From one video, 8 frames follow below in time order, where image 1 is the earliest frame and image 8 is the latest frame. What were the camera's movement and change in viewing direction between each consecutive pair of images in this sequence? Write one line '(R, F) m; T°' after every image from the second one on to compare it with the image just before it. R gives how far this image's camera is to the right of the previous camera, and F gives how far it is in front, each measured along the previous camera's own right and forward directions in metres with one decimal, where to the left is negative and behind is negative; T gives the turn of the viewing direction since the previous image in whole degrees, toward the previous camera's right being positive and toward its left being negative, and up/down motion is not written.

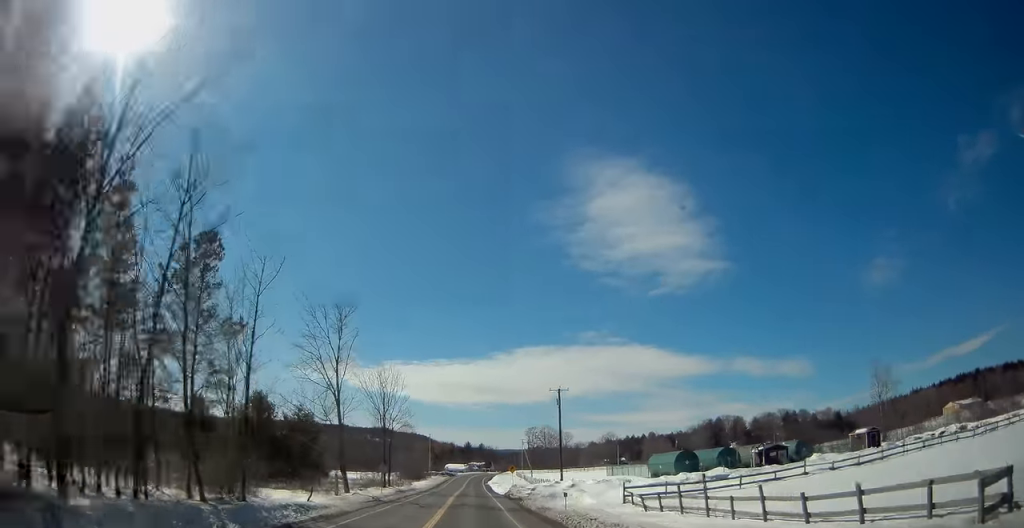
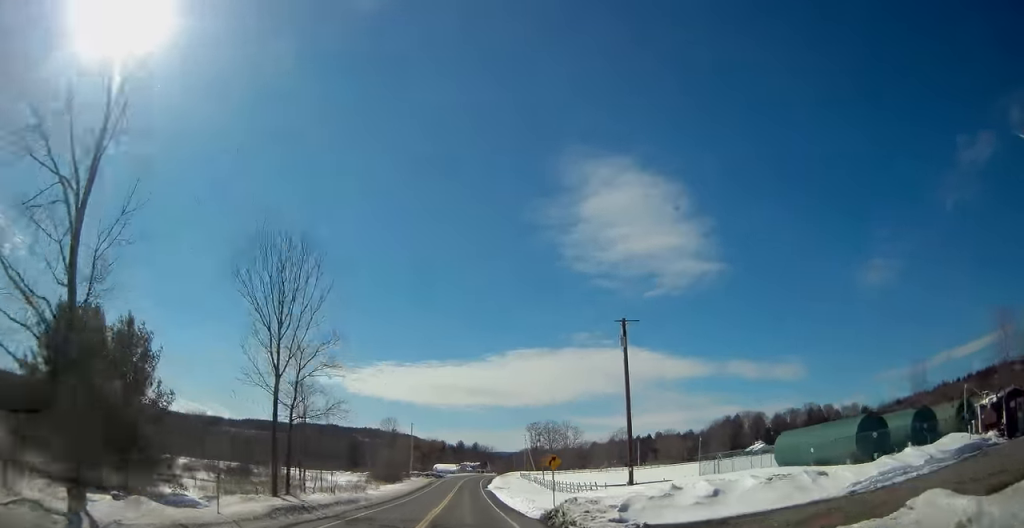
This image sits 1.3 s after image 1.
(+0.1, +32.9) m; +1°
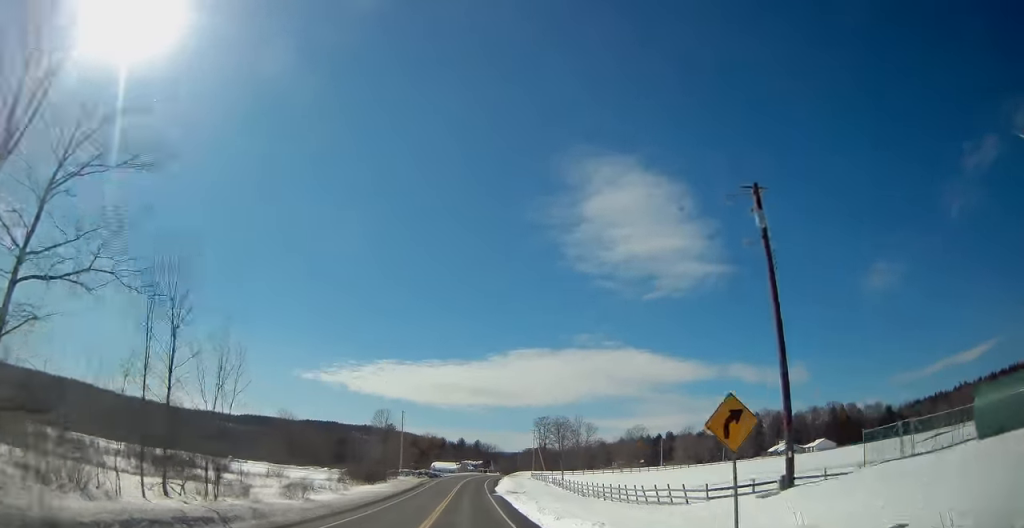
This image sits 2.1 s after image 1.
(+0.1, +20.1) m; 0°
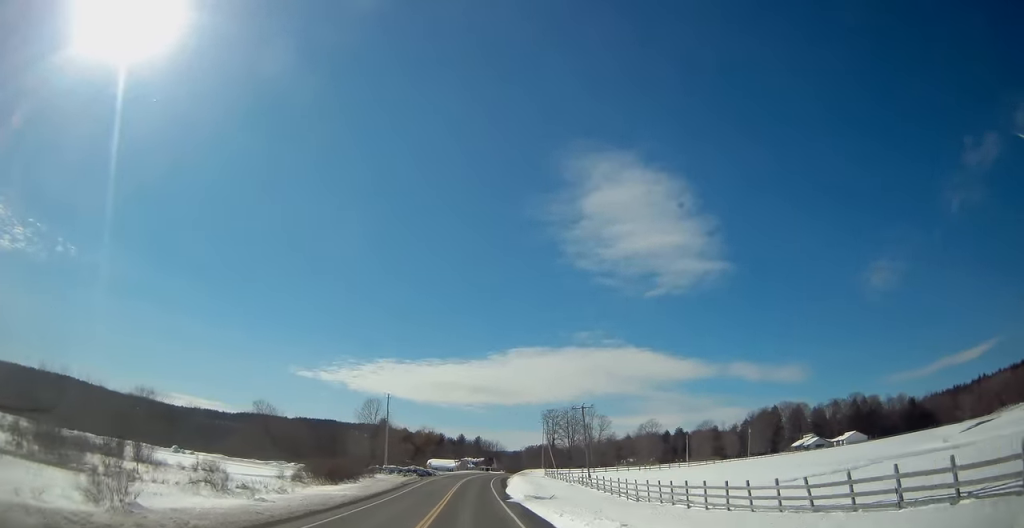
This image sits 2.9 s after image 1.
(-0.1, +18.6) m; 0°
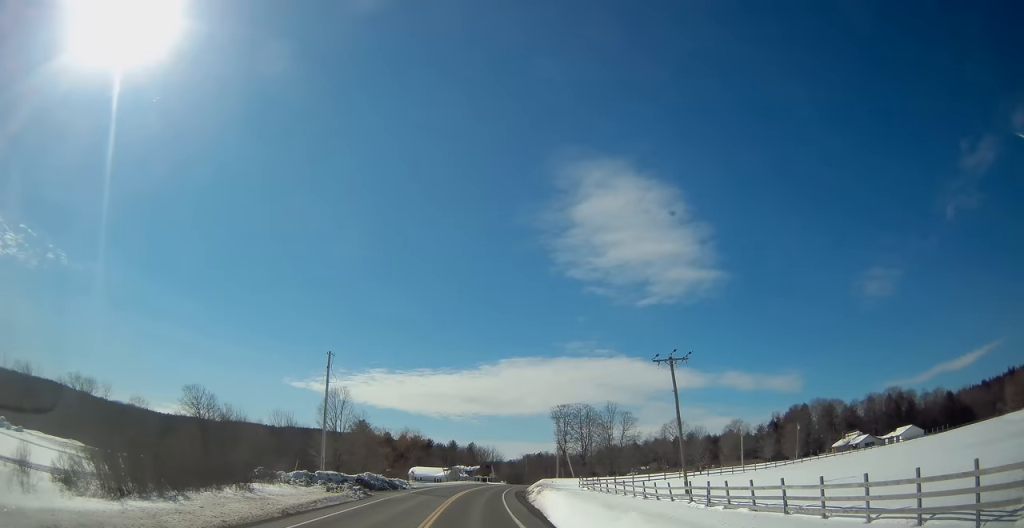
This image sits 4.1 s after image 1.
(+0.3, +32.2) m; +2°
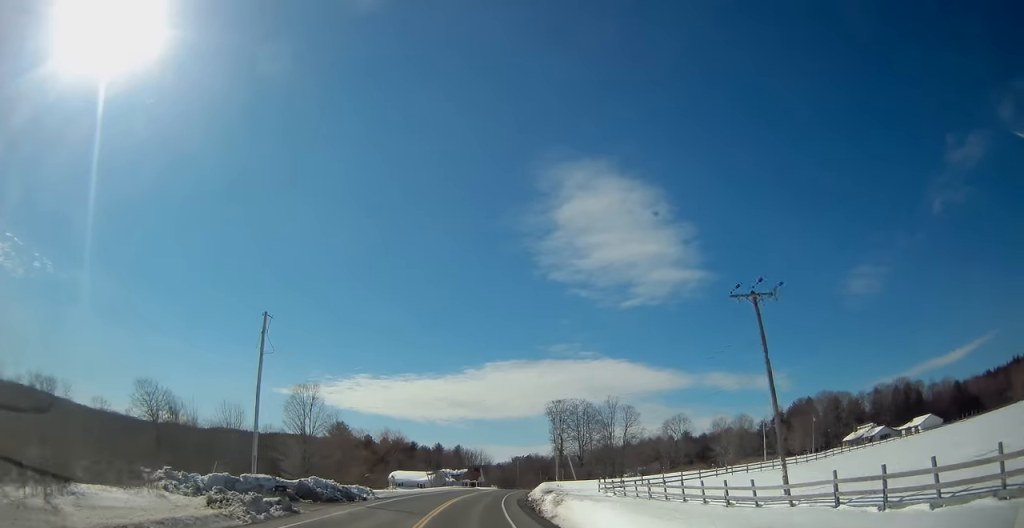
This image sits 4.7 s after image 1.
(+0.2, +13.6) m; +1°
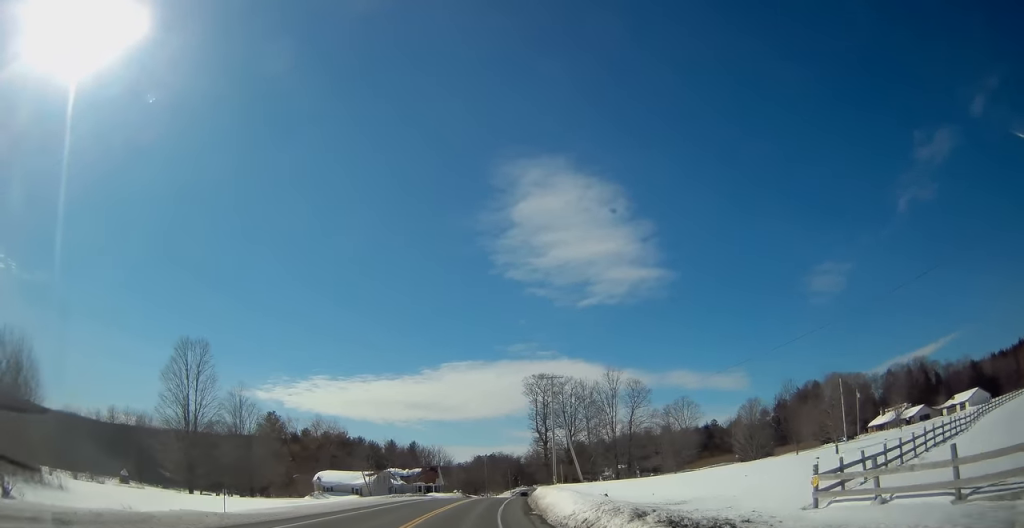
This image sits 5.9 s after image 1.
(+0.2, +32.3) m; +2°
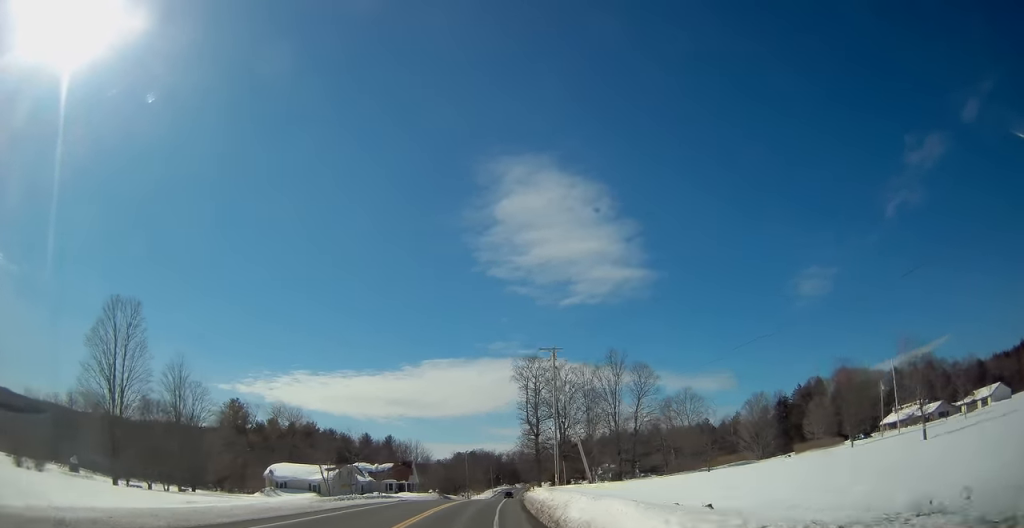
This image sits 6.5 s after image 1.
(0.0, +13.6) m; +2°
